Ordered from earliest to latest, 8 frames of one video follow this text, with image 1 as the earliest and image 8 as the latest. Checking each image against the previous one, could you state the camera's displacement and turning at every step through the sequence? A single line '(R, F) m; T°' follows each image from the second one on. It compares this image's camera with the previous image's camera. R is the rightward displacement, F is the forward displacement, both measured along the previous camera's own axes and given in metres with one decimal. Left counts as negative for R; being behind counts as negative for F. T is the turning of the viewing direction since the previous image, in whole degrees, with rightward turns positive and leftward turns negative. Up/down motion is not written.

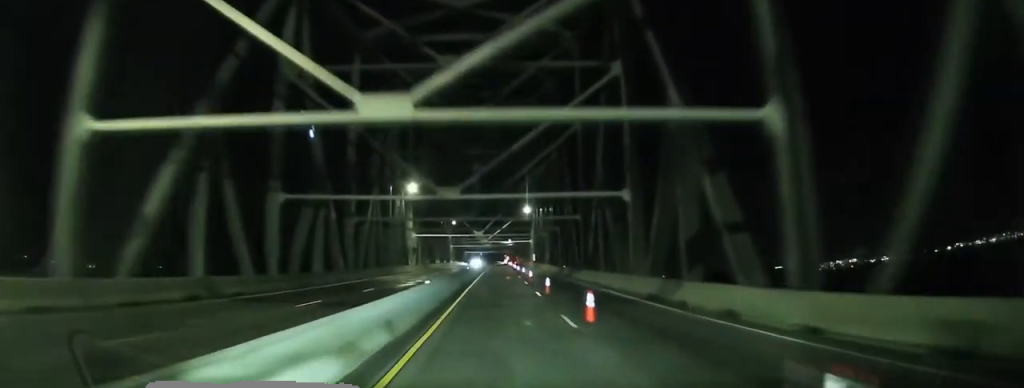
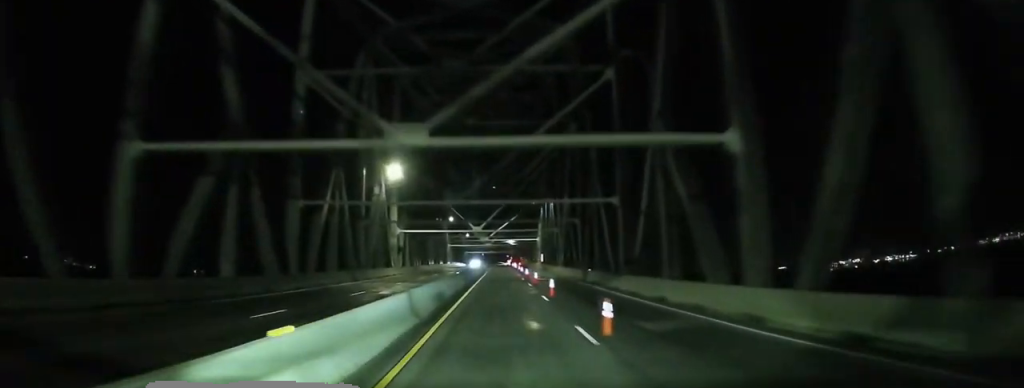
(0.0, +15.2) m; -1°
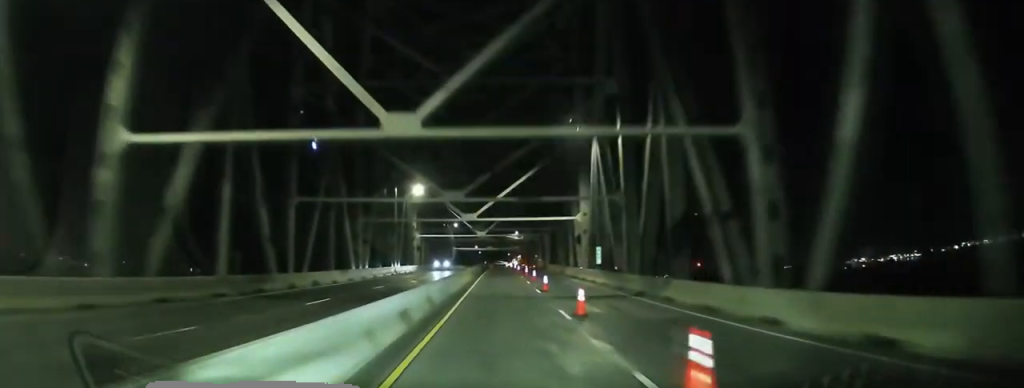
(-0.1, +55.6) m; 0°
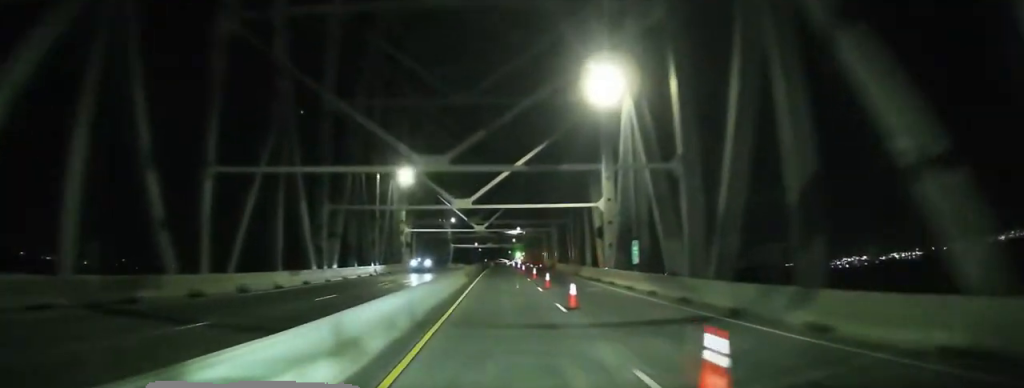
(0.0, +11.3) m; 0°
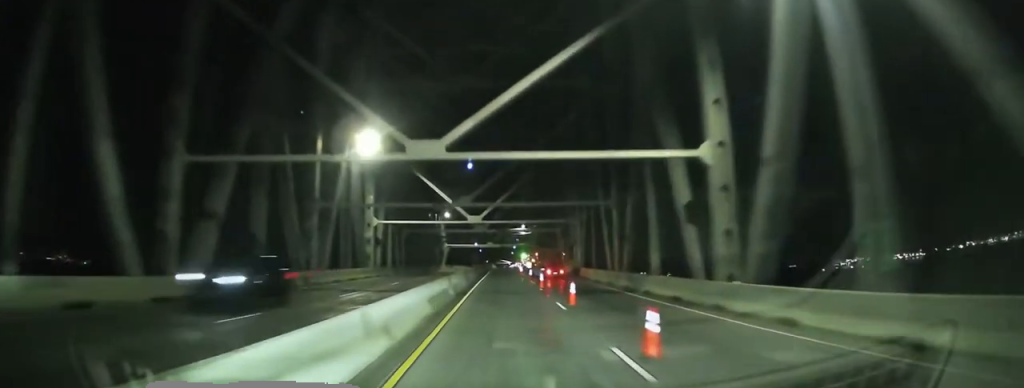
(0.0, +21.8) m; 0°
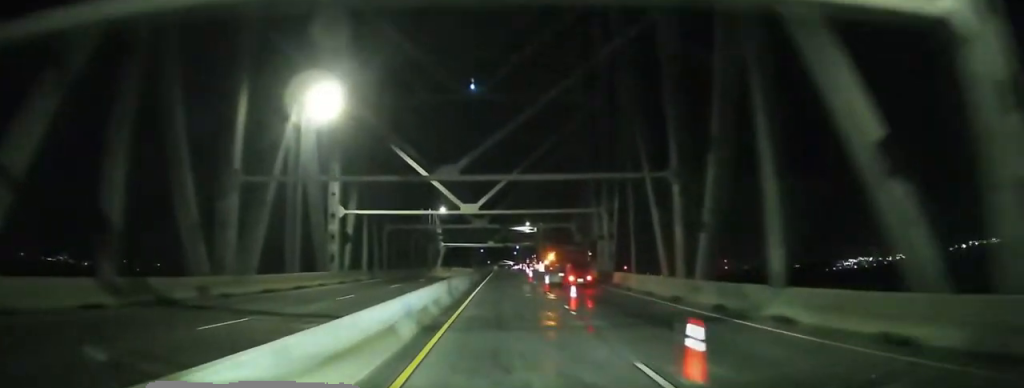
(-0.1, +13.9) m; +1°
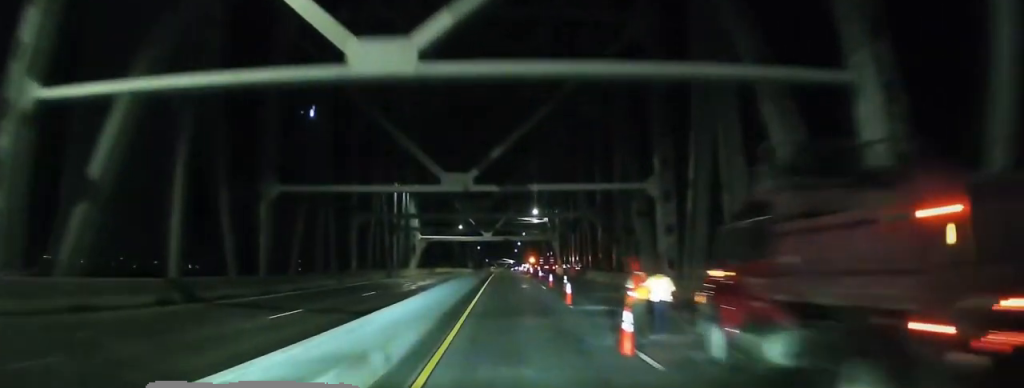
(+1.0, +35.0) m; +1°
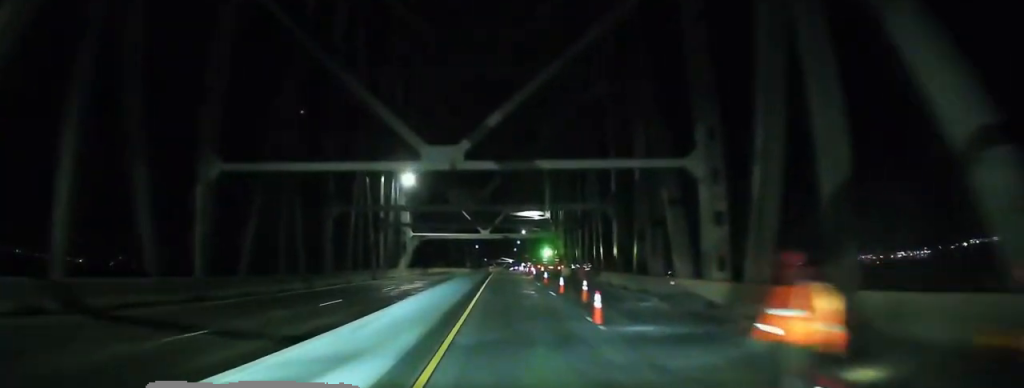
(+0.2, +7.5) m; -1°
